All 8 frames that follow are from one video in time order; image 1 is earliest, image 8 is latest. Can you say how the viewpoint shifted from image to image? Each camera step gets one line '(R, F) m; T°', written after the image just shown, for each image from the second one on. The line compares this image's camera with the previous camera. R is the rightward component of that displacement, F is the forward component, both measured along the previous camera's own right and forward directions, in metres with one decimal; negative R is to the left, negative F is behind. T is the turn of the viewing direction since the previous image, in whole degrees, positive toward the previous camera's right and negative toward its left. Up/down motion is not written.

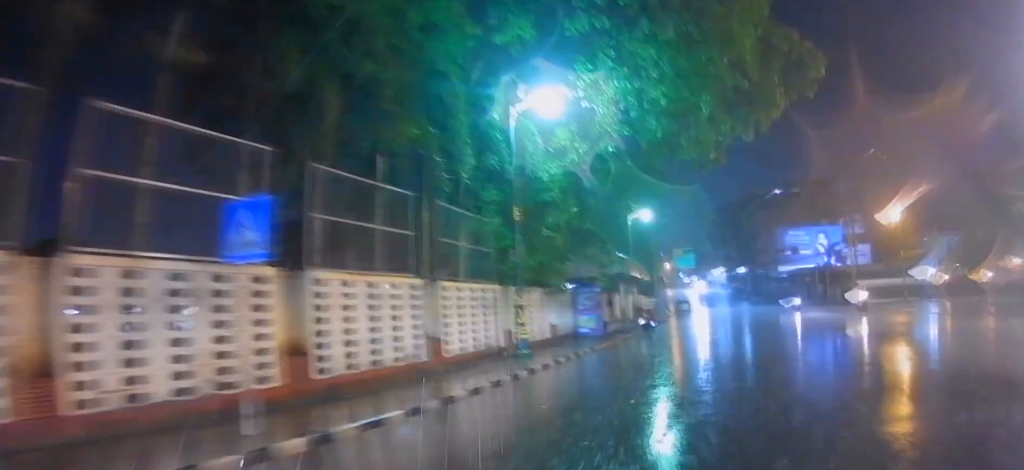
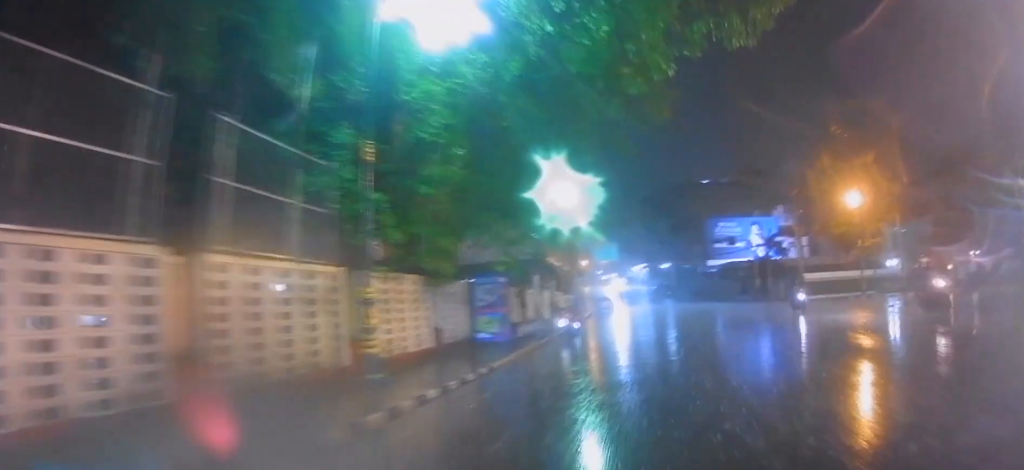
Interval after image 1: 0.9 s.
(+0.7, +5.7) m; +11°
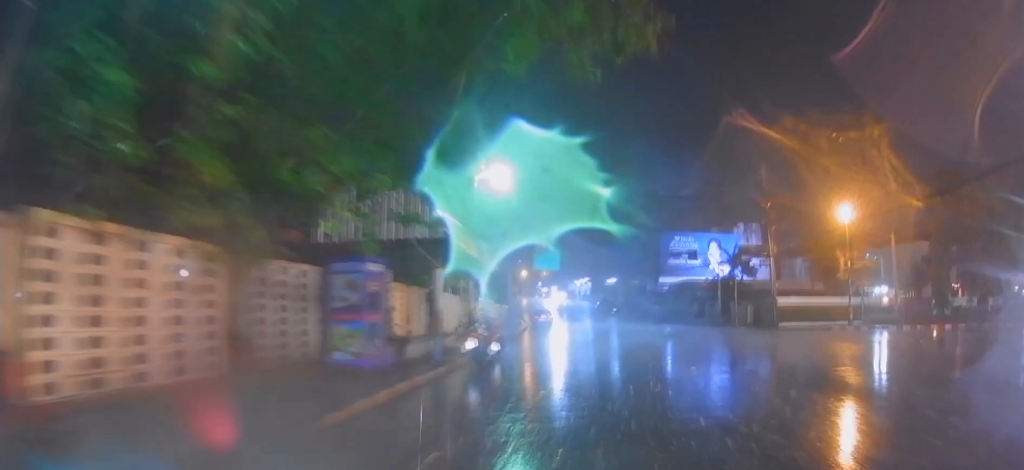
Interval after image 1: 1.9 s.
(+0.5, +6.5) m; +5°
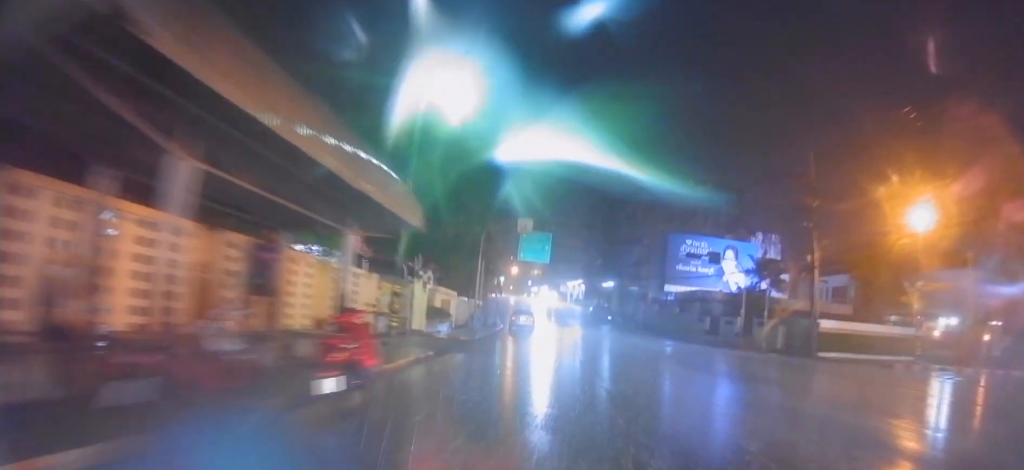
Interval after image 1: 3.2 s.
(0.0, +8.2) m; -2°
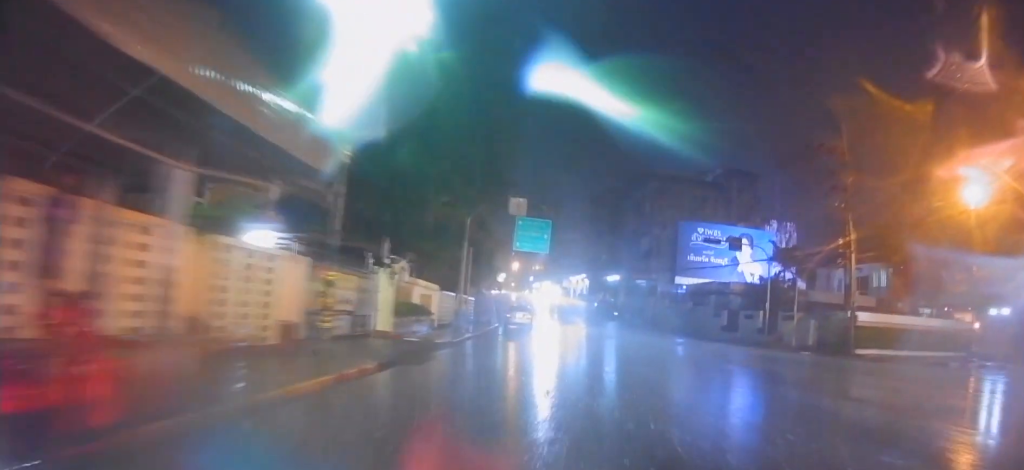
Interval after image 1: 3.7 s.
(-0.3, +3.8) m; 0°
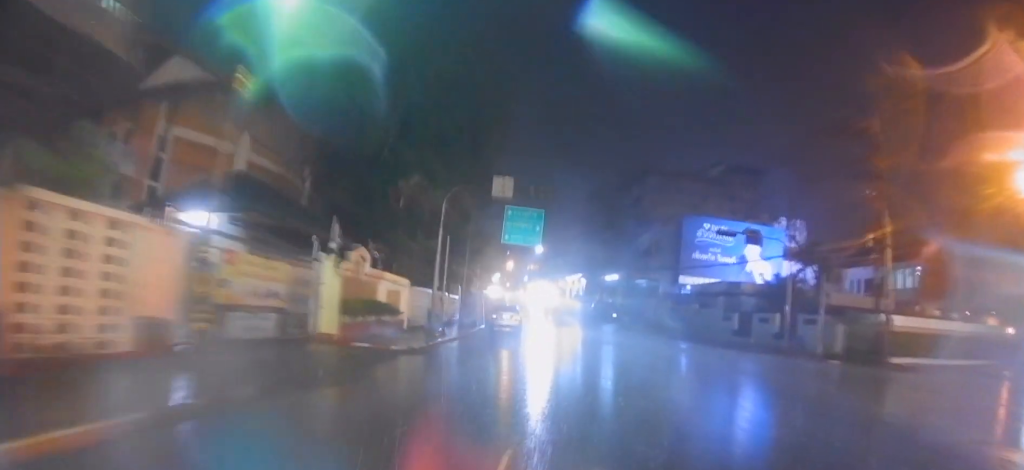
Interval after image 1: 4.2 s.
(+0.2, +4.0) m; +1°
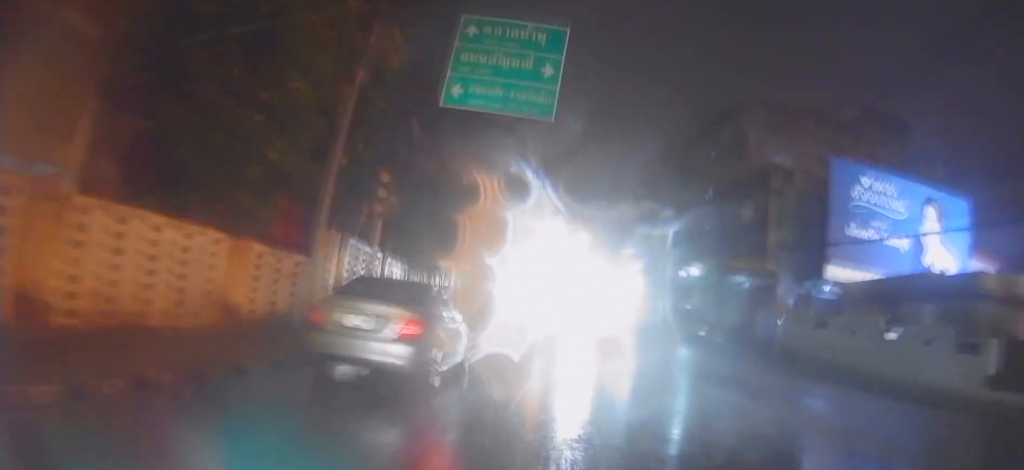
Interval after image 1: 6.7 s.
(-0.7, +27.6) m; -6°
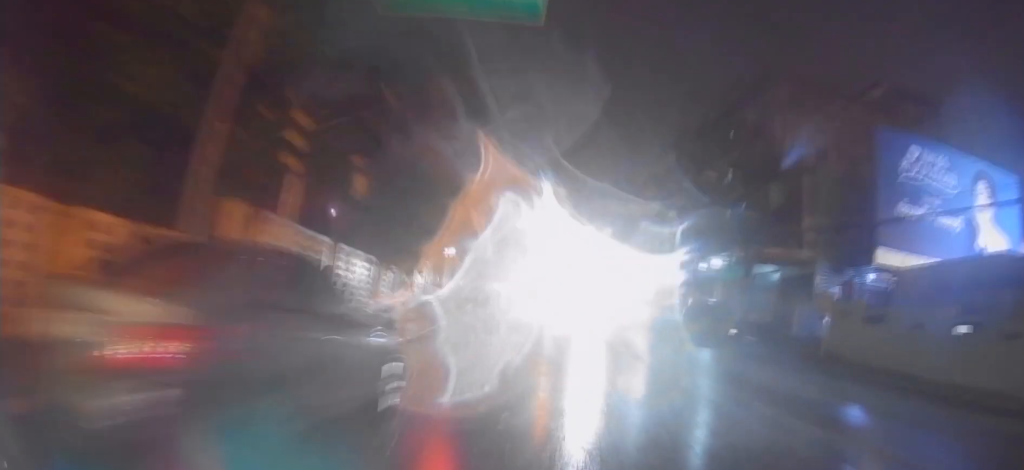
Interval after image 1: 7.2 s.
(0.0, +5.8) m; 0°
